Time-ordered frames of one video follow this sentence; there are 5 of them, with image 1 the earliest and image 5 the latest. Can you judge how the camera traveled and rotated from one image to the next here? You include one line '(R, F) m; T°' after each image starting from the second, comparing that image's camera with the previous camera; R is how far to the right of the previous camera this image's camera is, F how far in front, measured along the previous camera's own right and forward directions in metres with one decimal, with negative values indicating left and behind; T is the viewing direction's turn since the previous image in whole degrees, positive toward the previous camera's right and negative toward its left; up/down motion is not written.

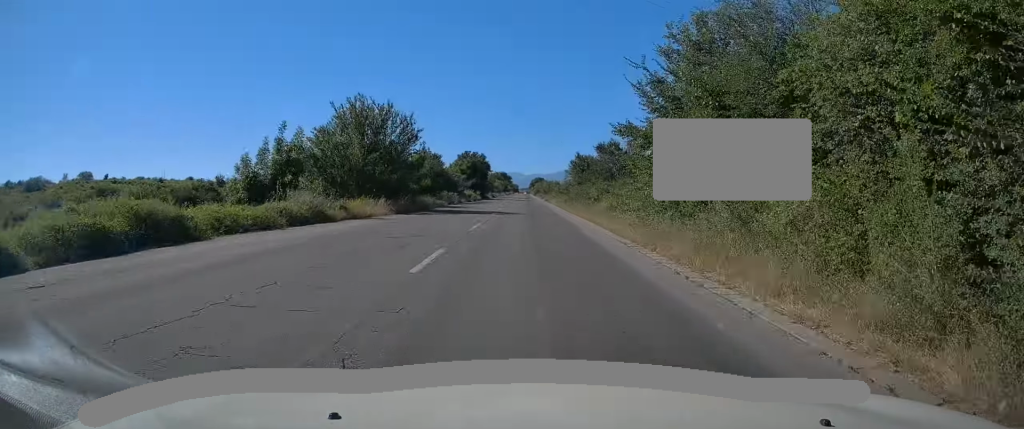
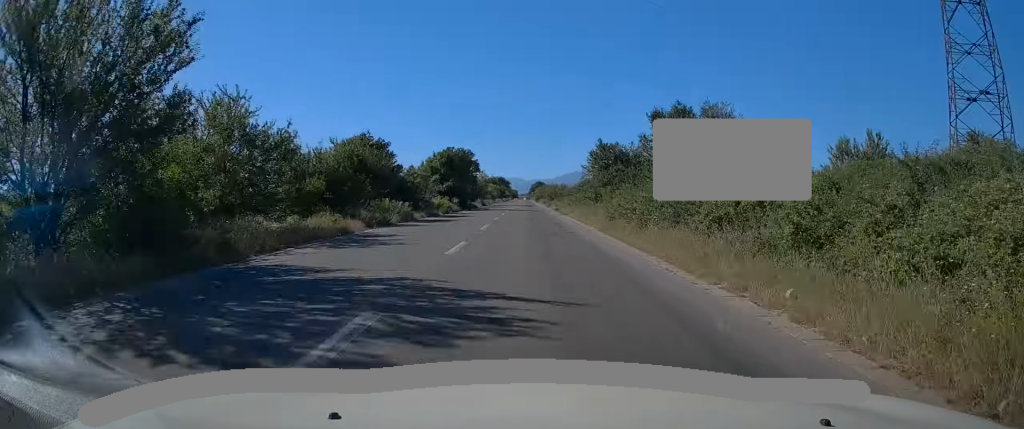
(0.0, +23.9) m; 0°
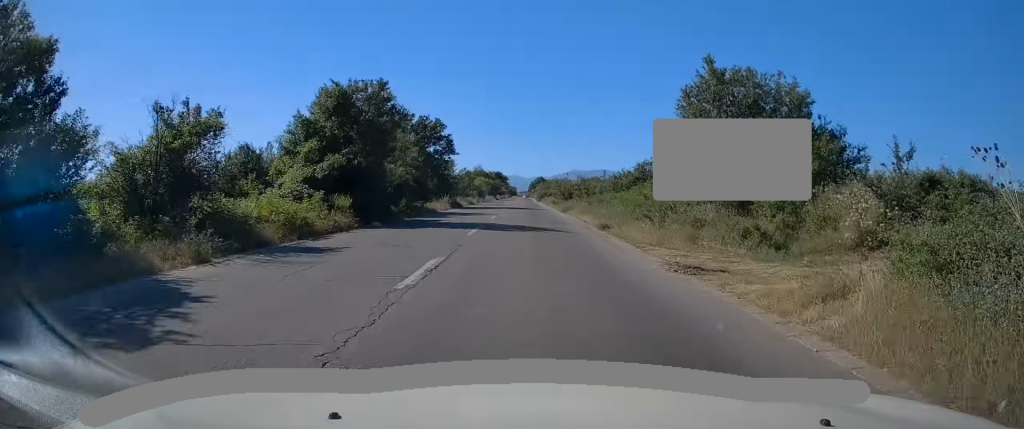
(0.0, +31.6) m; 0°
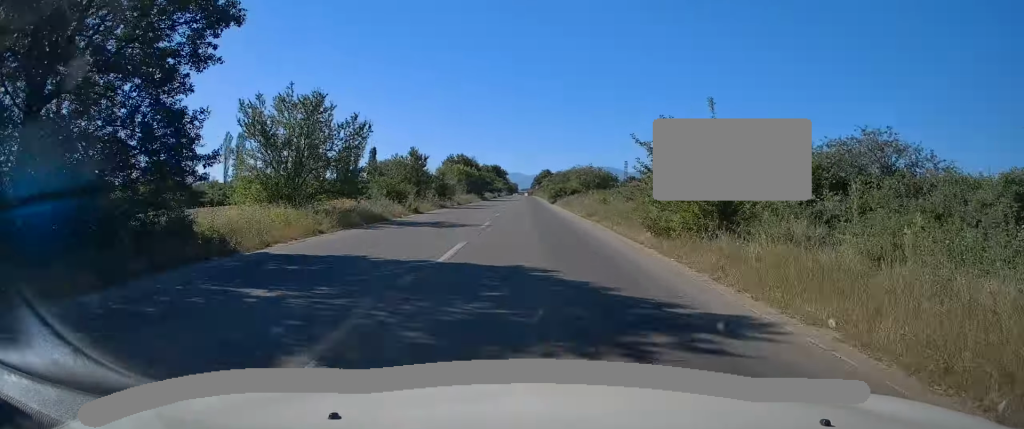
(-0.3, +44.2) m; 0°
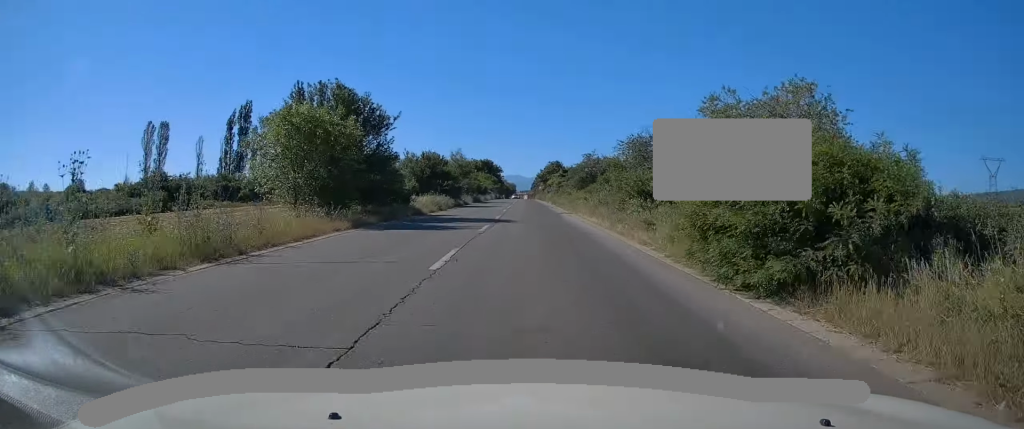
(+0.3, +56.0) m; +1°
